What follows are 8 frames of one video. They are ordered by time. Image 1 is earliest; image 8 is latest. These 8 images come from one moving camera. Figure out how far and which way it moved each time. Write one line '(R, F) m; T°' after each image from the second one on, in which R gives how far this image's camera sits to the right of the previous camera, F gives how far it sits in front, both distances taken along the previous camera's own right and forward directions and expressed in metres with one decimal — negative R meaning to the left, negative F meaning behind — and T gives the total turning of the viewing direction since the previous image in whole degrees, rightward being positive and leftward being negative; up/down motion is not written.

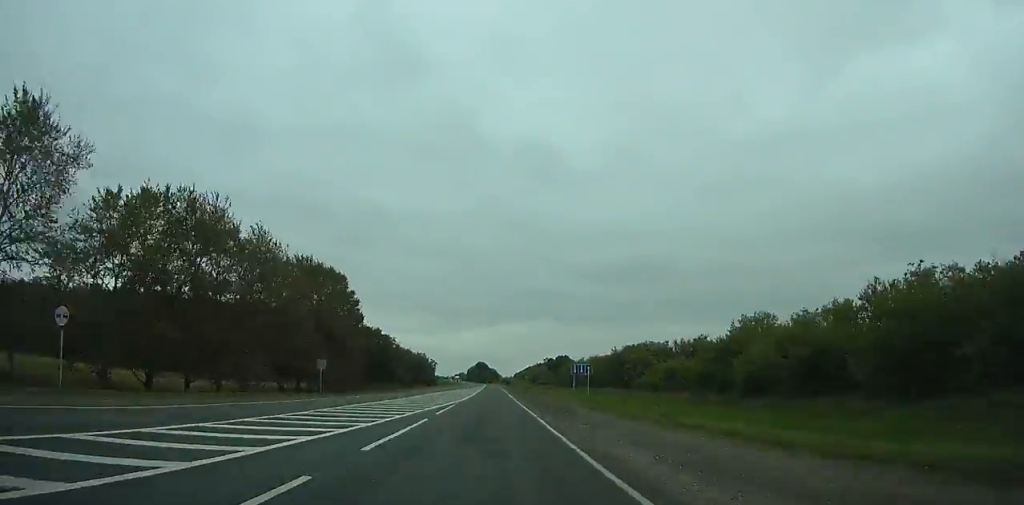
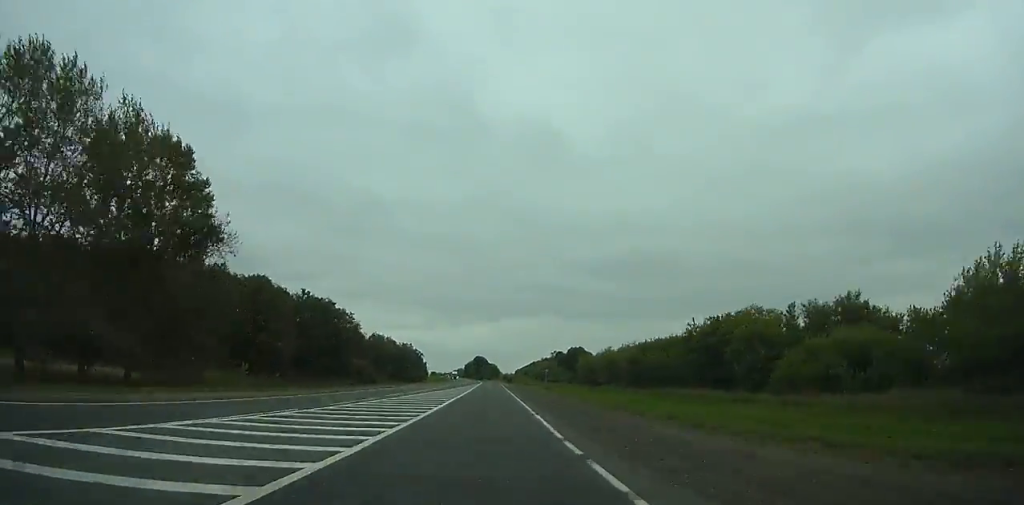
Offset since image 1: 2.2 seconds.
(+0.3, +57.4) m; 0°
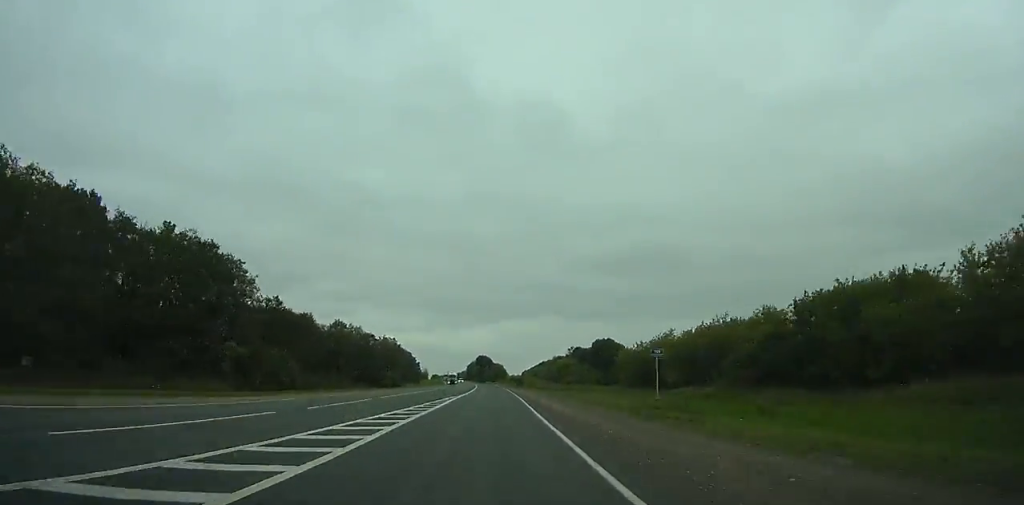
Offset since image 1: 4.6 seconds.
(-0.1, +61.8) m; 0°
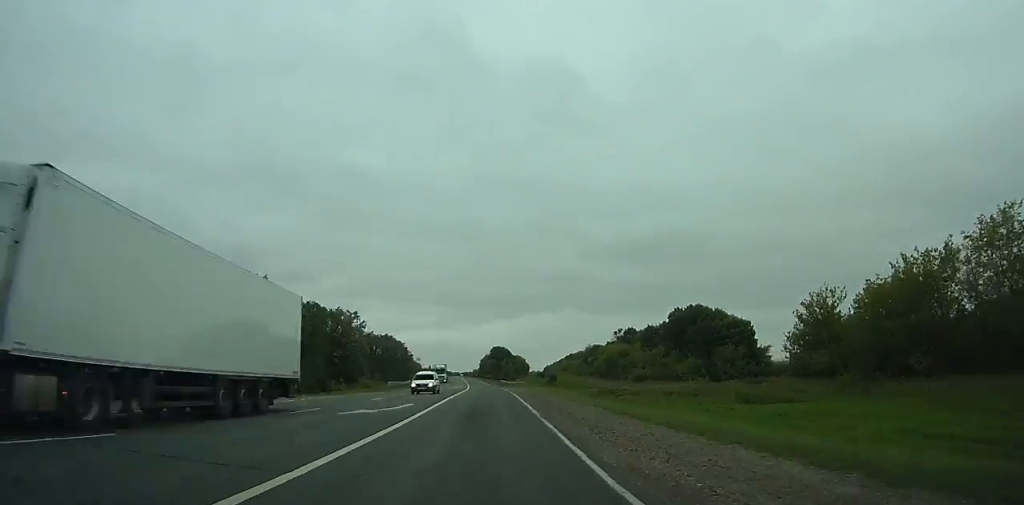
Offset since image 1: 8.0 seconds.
(-0.4, +86.4) m; -2°
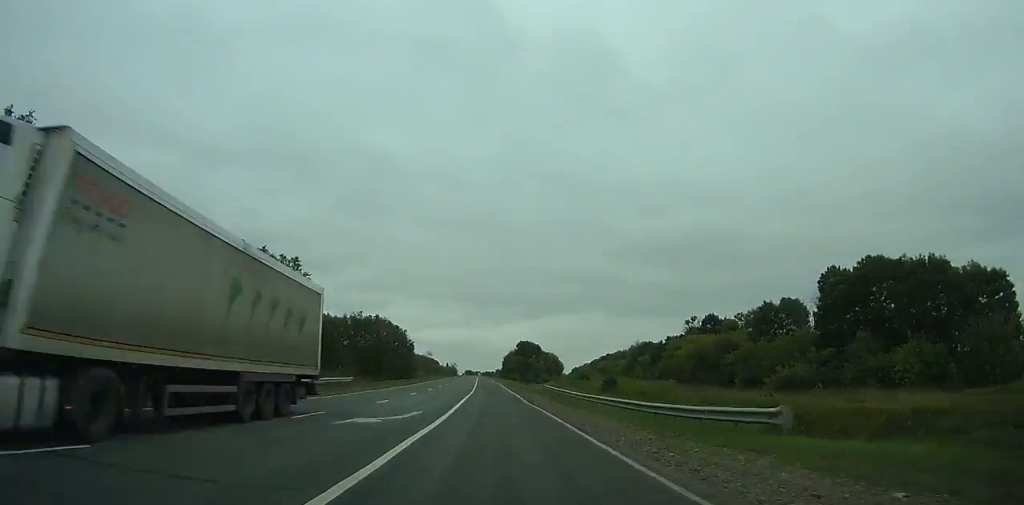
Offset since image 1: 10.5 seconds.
(-1.6, +63.0) m; -2°
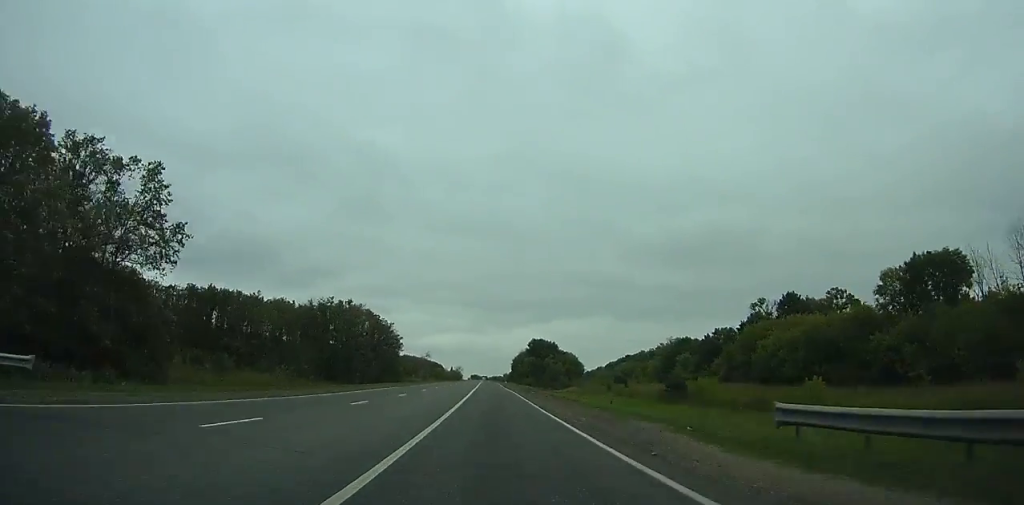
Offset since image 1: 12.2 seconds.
(-0.6, +42.9) m; -1°
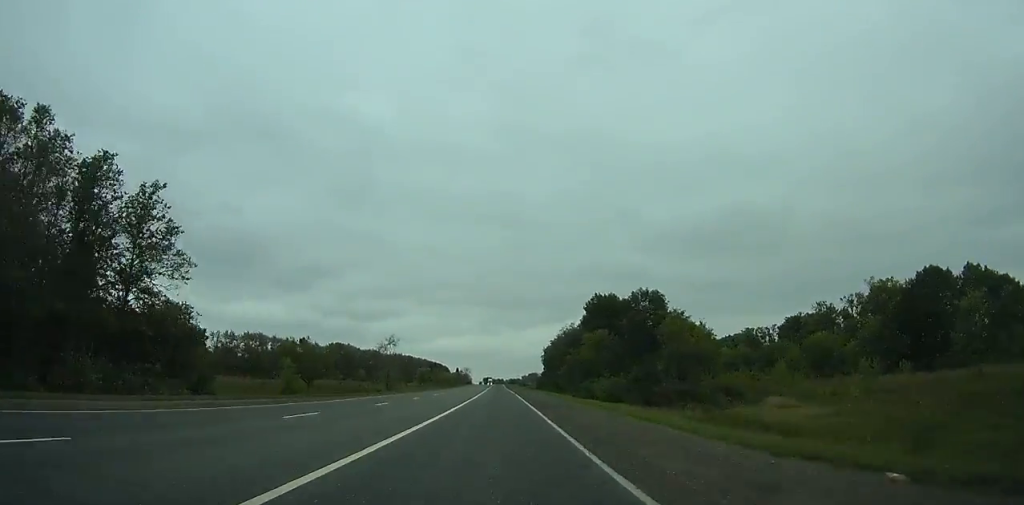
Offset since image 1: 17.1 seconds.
(-2.0, +125.4) m; -2°
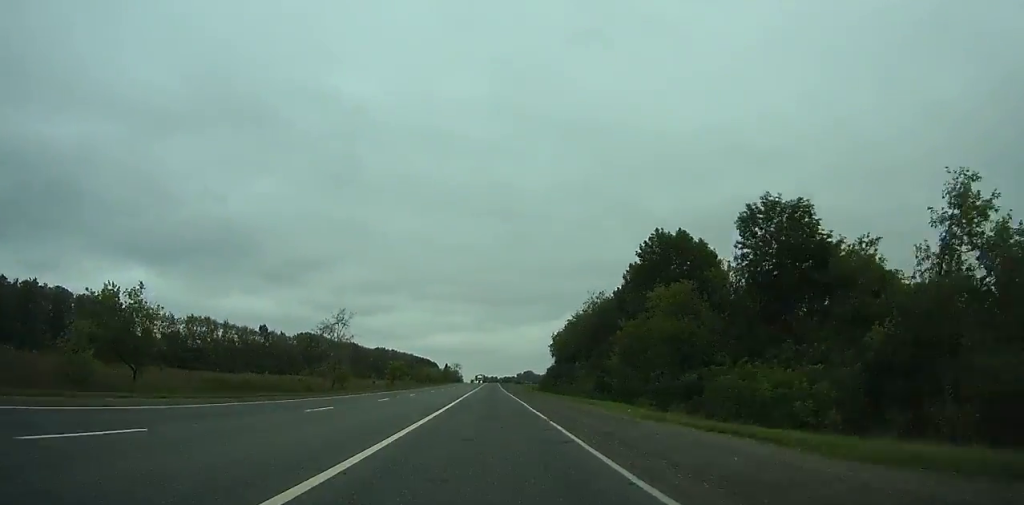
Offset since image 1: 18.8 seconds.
(-0.3, +44.8) m; 0°
